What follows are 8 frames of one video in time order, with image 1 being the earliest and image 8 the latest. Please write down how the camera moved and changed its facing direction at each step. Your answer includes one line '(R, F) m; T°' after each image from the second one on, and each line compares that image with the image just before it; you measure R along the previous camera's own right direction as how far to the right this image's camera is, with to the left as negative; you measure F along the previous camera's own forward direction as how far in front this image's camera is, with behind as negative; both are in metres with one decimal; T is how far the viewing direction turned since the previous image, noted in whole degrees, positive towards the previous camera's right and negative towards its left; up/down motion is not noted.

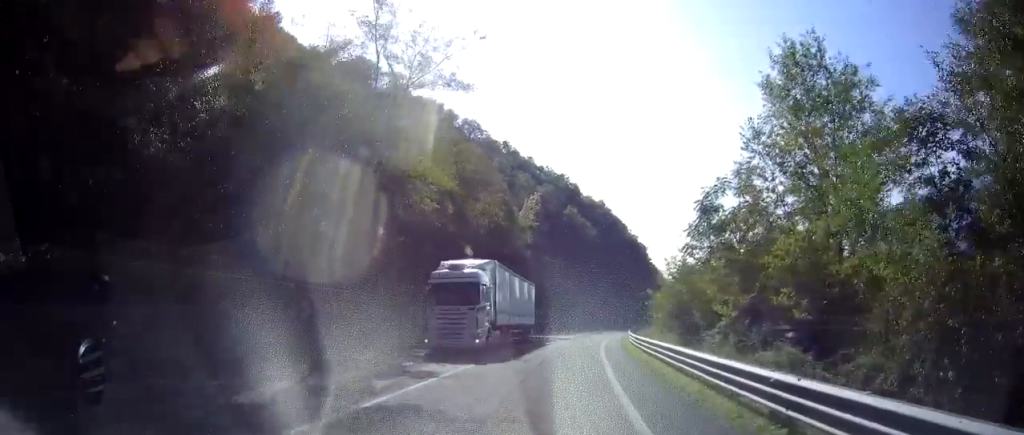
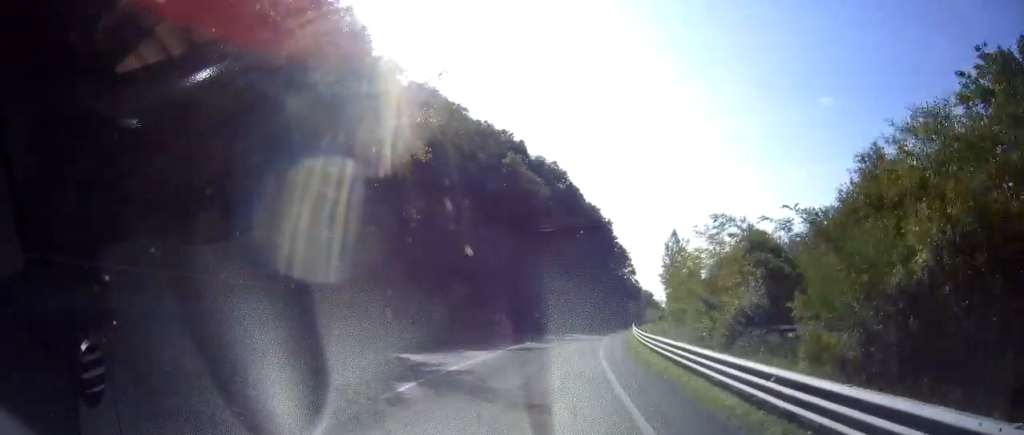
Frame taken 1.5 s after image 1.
(+2.7, +31.9) m; +7°
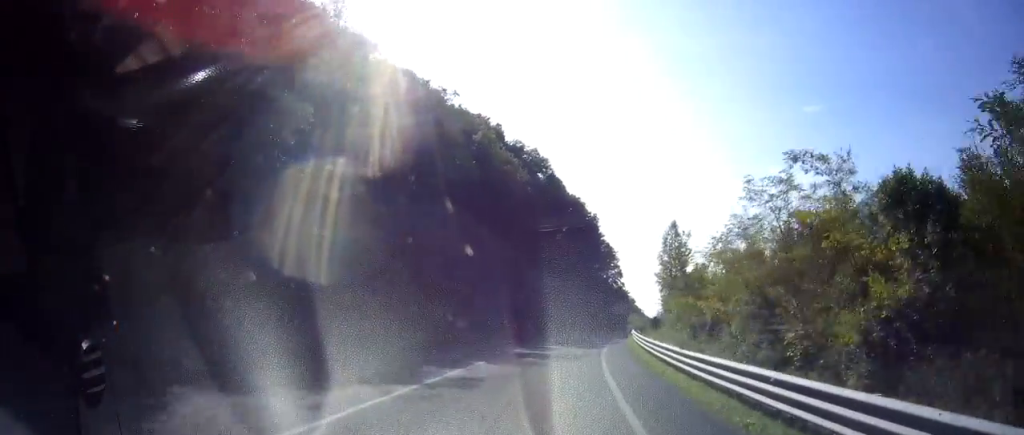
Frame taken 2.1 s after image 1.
(0.0, +11.2) m; 0°
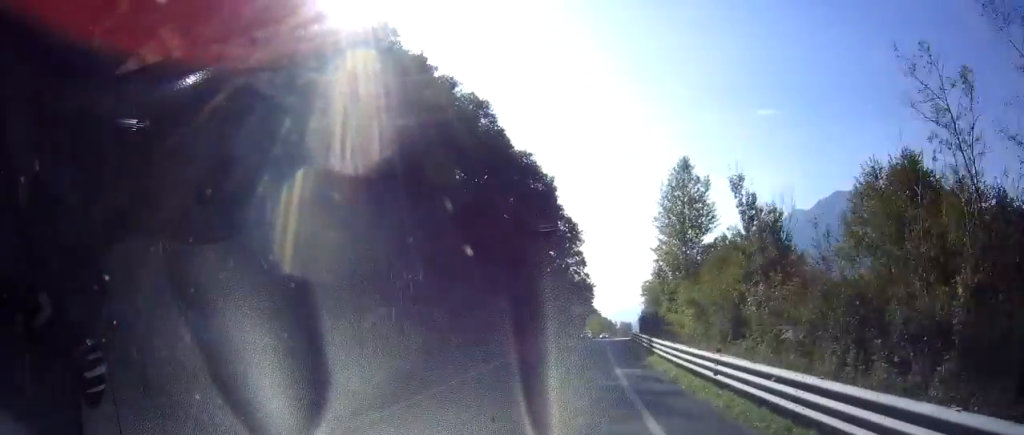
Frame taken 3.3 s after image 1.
(0.0, +25.4) m; +3°
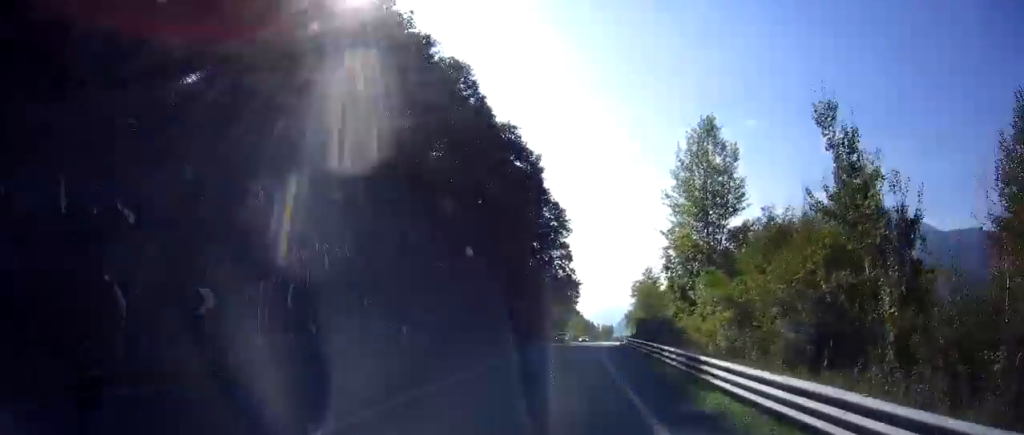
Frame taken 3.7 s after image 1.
(-0.1, +9.2) m; +2°
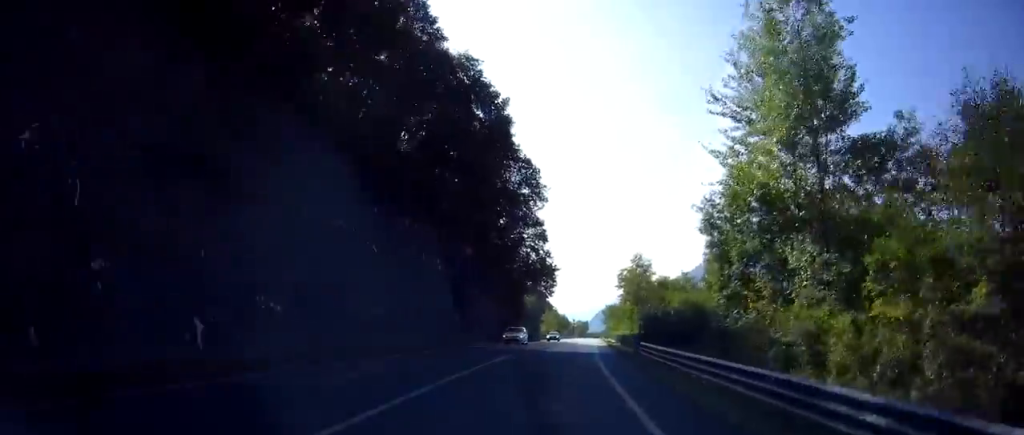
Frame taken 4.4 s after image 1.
(+0.8, +14.8) m; +4°
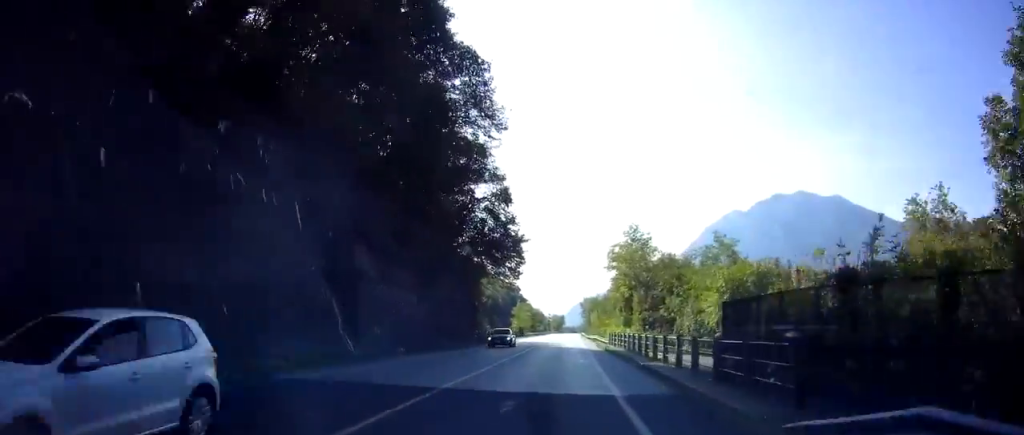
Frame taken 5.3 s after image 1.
(+0.7, +19.9) m; +2°
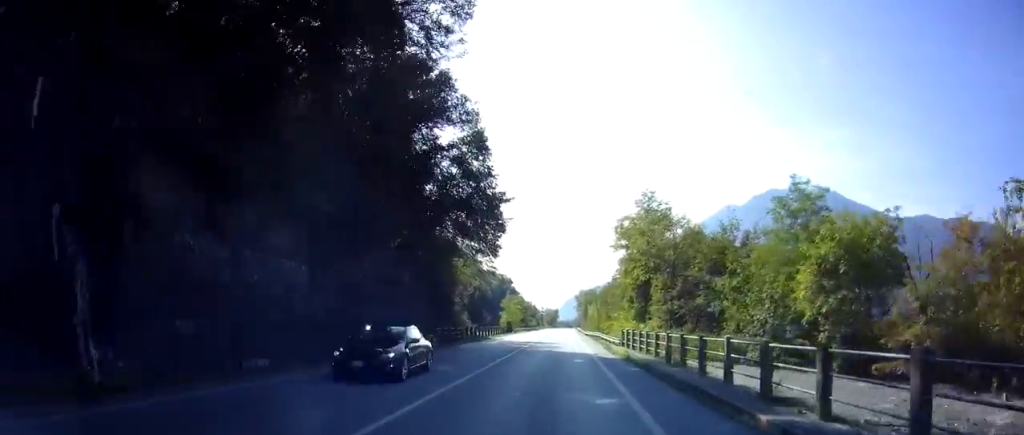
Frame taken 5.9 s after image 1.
(+0.1, +12.9) m; +1°
